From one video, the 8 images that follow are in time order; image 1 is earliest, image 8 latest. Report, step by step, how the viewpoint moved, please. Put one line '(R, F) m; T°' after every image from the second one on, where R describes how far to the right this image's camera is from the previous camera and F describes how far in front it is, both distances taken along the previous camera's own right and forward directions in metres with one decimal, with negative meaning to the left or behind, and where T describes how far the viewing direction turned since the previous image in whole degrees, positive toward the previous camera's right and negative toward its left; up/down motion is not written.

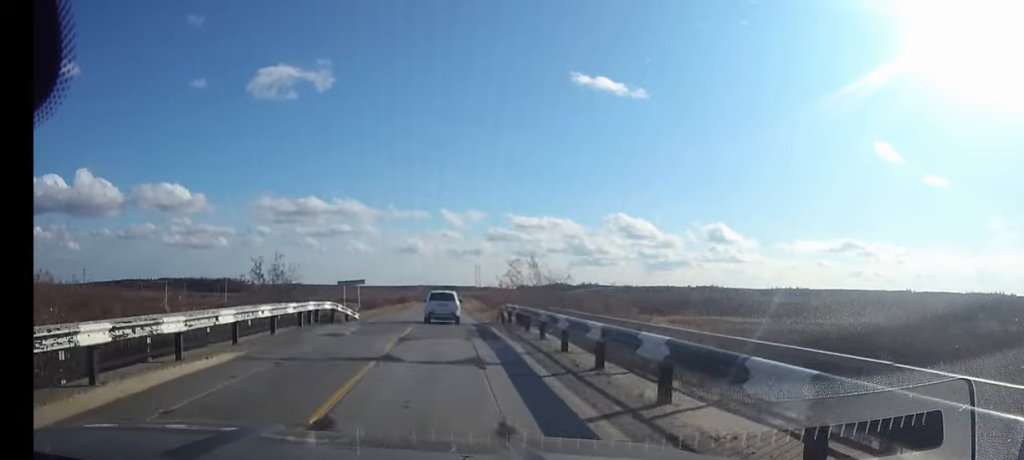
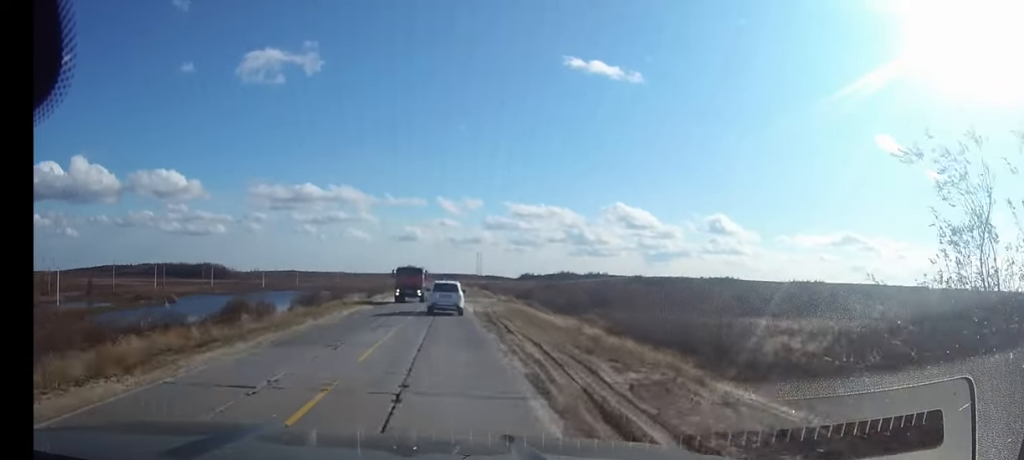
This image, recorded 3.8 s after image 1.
(0.0, +70.3) m; 0°
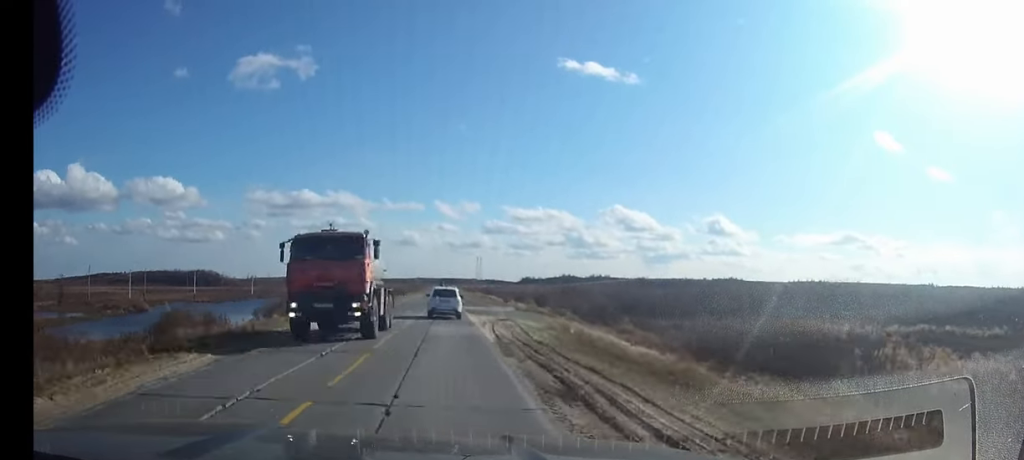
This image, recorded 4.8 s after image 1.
(0.0, +18.1) m; 0°
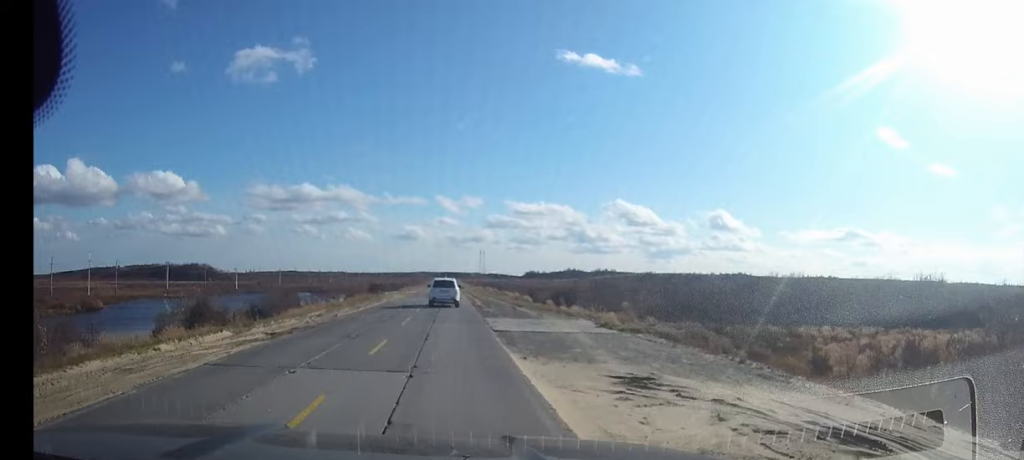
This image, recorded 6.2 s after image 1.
(-0.1, +28.5) m; 0°
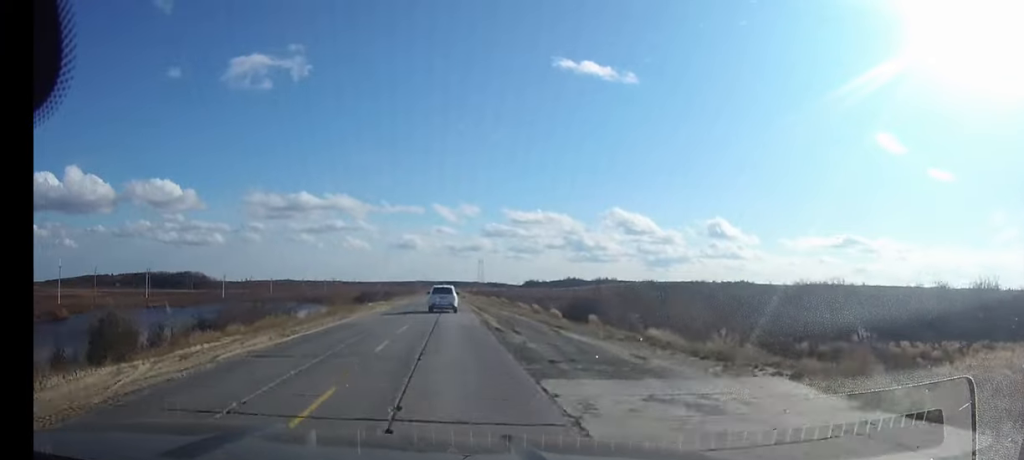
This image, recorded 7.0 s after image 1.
(0.0, +15.5) m; 0°
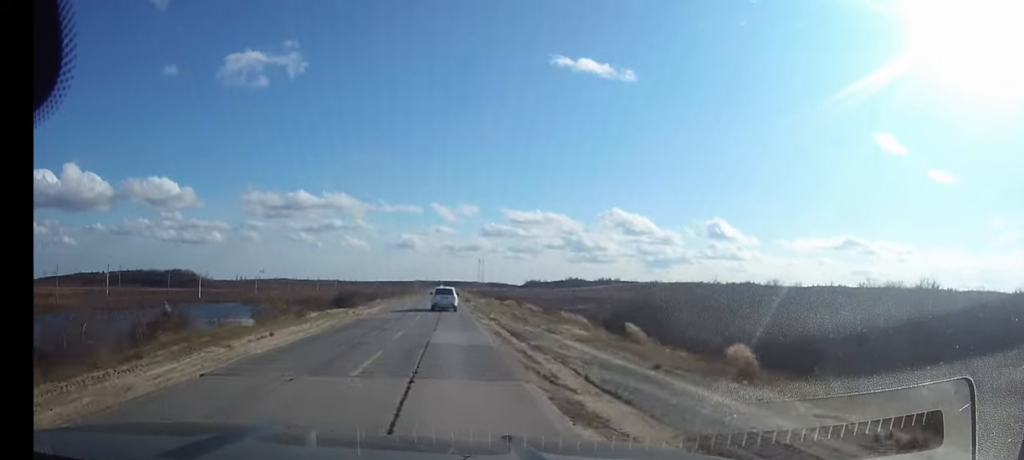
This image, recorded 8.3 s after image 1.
(0.0, +26.2) m; 0°
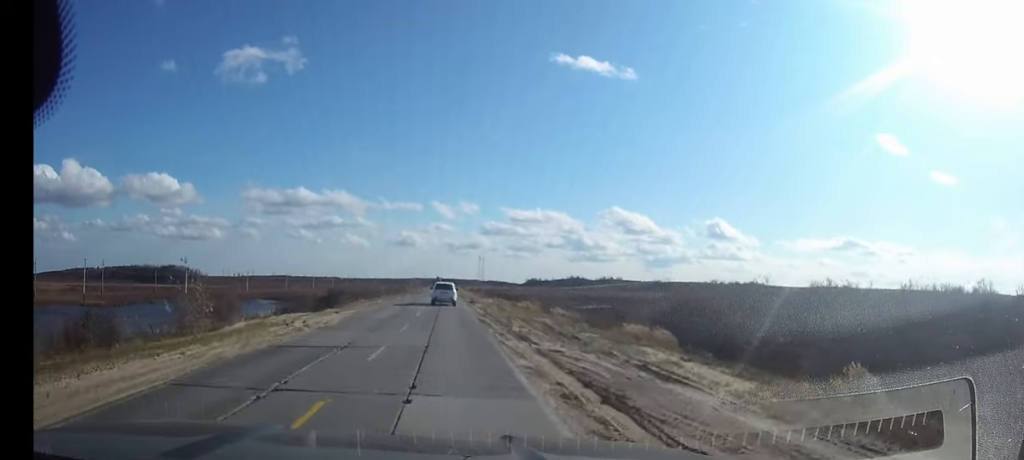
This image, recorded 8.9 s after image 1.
(0.0, +13.3) m; 0°
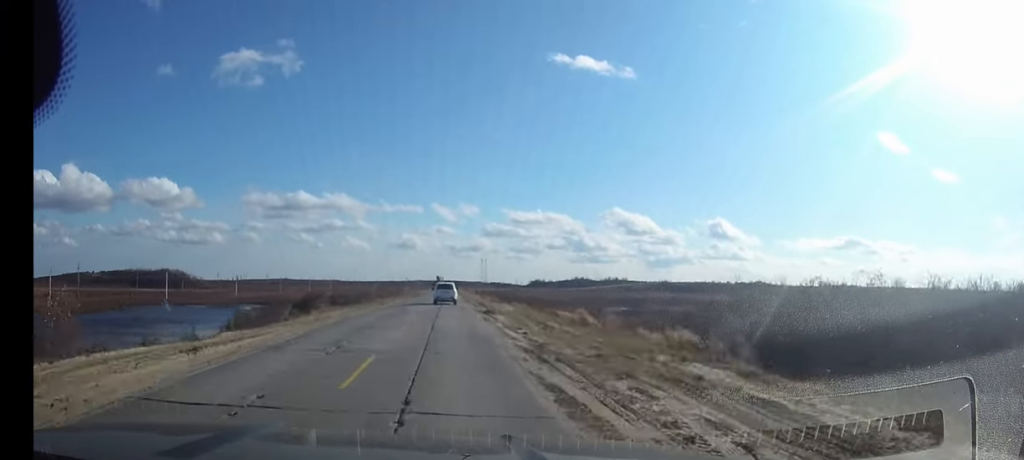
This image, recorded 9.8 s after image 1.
(0.0, +19.4) m; 0°
